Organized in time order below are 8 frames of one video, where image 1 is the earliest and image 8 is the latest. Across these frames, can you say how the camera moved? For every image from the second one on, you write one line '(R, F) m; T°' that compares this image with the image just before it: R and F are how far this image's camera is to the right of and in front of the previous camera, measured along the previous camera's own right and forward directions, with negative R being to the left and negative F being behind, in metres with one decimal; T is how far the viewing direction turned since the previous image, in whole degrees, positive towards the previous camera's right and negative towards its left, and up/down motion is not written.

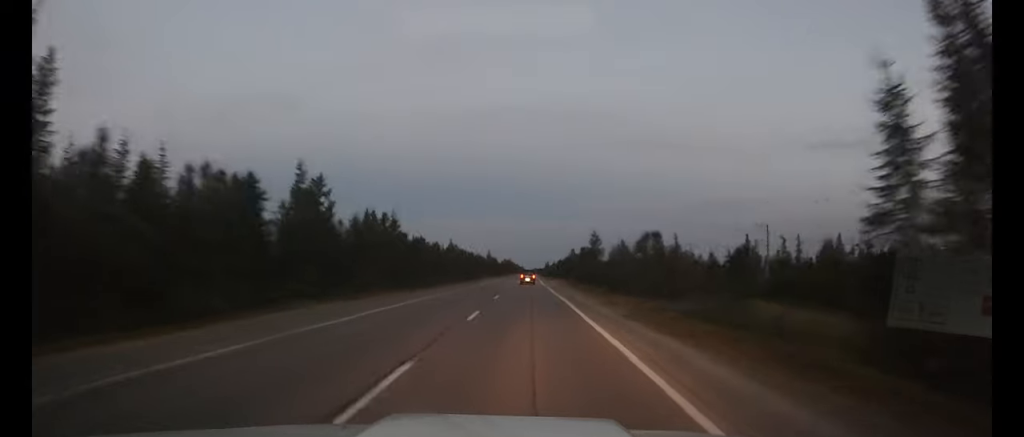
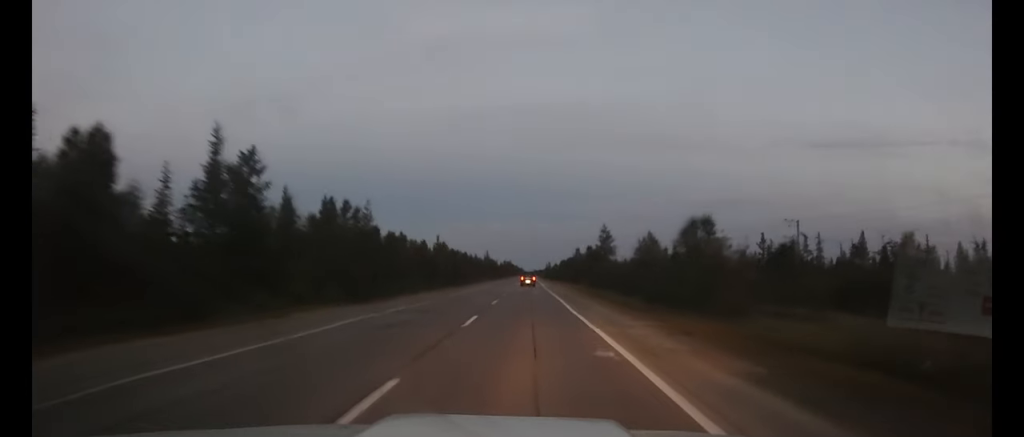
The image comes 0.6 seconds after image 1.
(0.0, +12.5) m; 0°
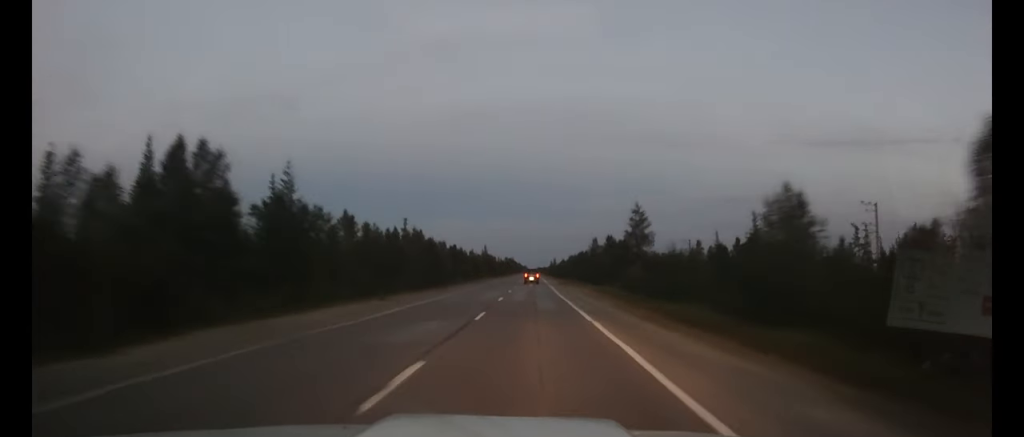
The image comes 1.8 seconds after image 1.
(-0.1, +22.4) m; 0°
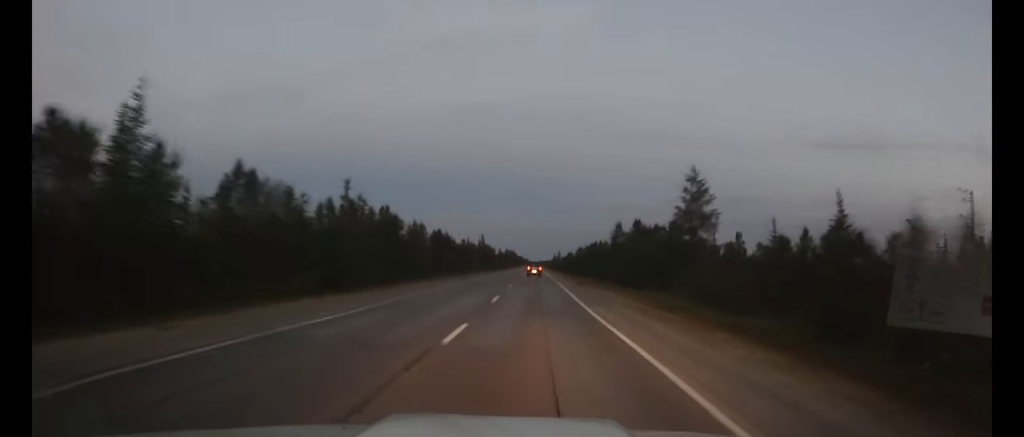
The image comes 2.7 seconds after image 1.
(0.0, +19.1) m; 0°
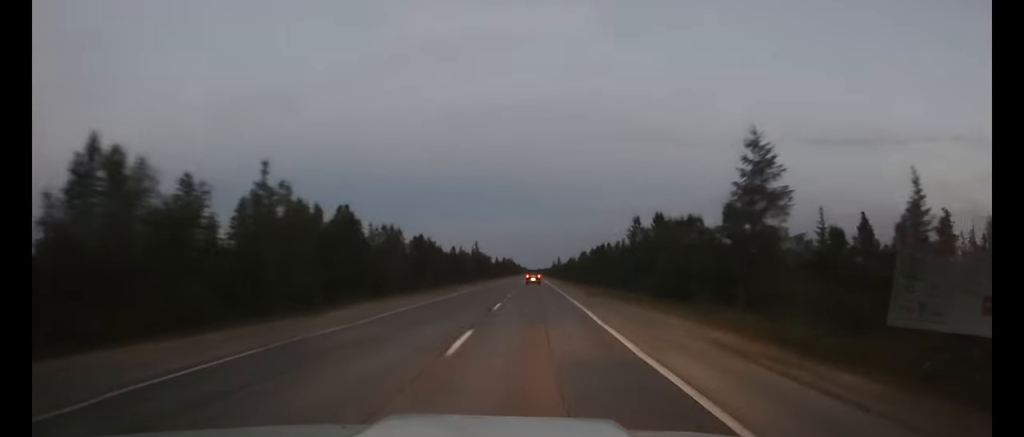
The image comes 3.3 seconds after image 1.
(0.0, +11.9) m; 0°
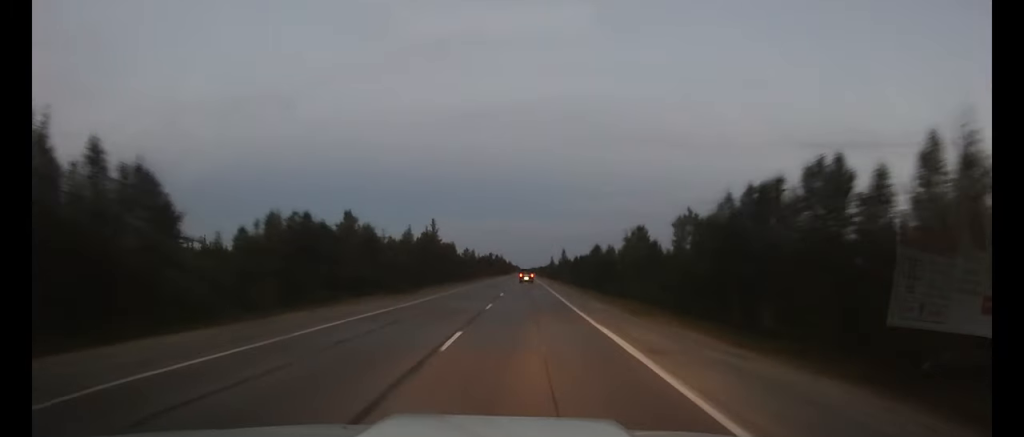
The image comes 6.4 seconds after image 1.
(+0.1, +59.9) m; 0°
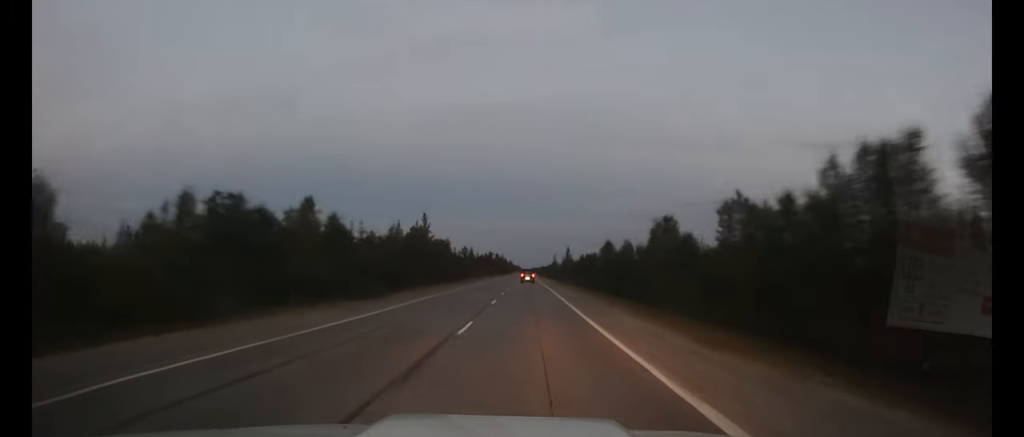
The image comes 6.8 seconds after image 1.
(0.0, +9.2) m; 0°
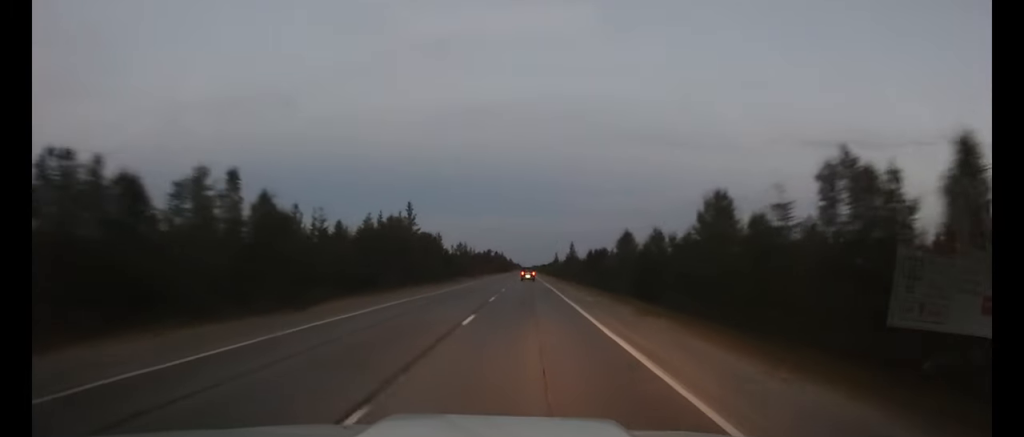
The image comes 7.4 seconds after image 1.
(0.0, +11.1) m; 0°
